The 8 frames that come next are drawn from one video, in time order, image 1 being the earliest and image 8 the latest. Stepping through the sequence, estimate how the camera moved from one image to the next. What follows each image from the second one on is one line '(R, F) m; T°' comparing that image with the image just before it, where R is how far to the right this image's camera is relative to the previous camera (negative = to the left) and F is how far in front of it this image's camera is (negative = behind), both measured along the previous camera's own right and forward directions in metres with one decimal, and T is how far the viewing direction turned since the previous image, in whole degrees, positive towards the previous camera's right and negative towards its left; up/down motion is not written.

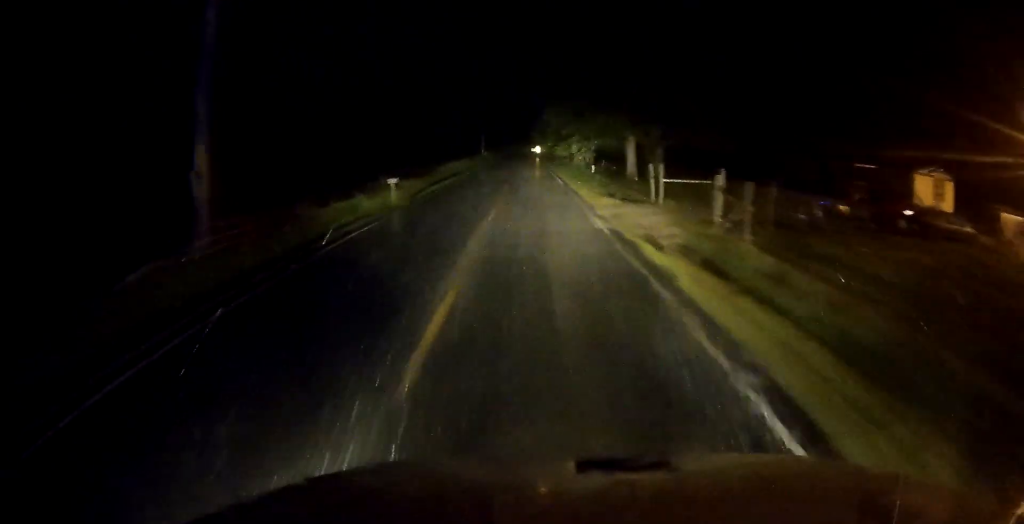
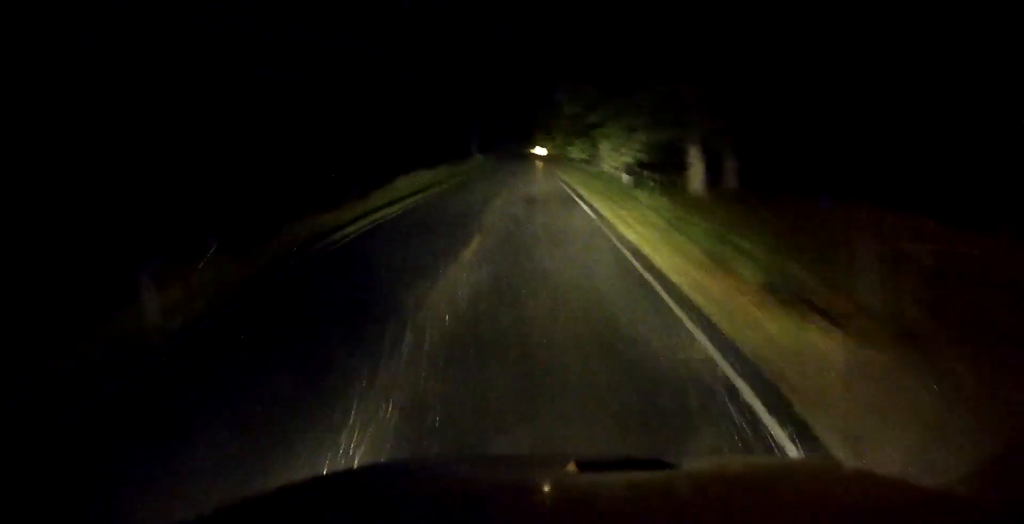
(-0.2, +17.8) m; 0°
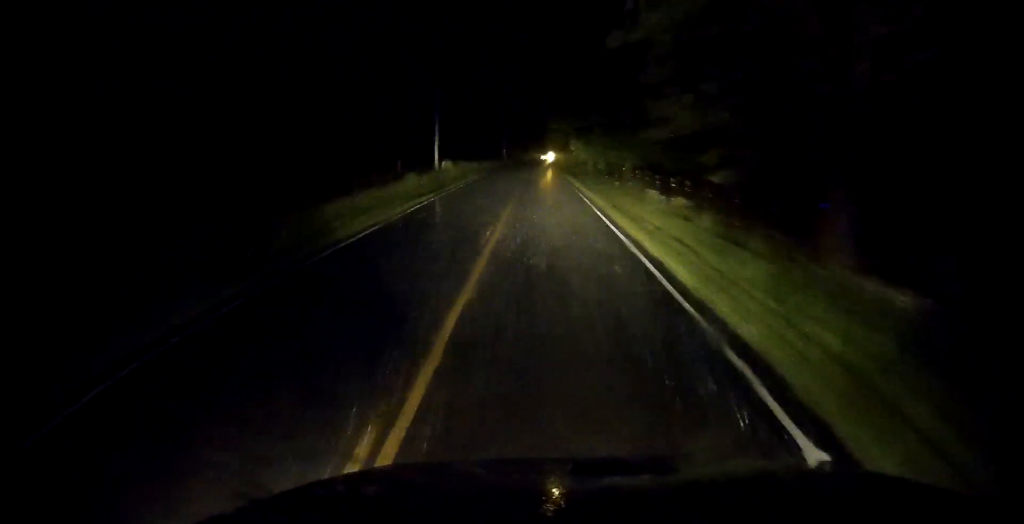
(-0.1, +40.2) m; -2°
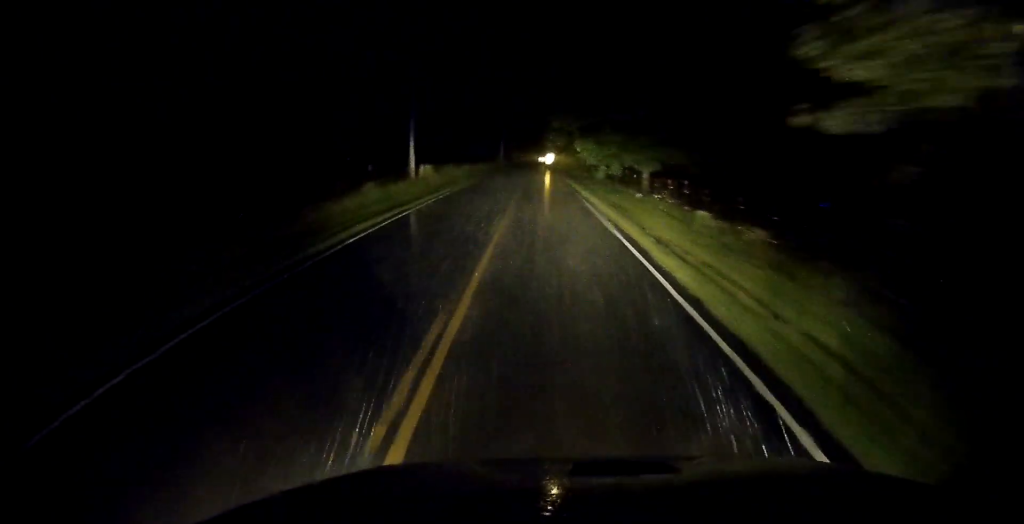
(-0.2, +8.6) m; 0°
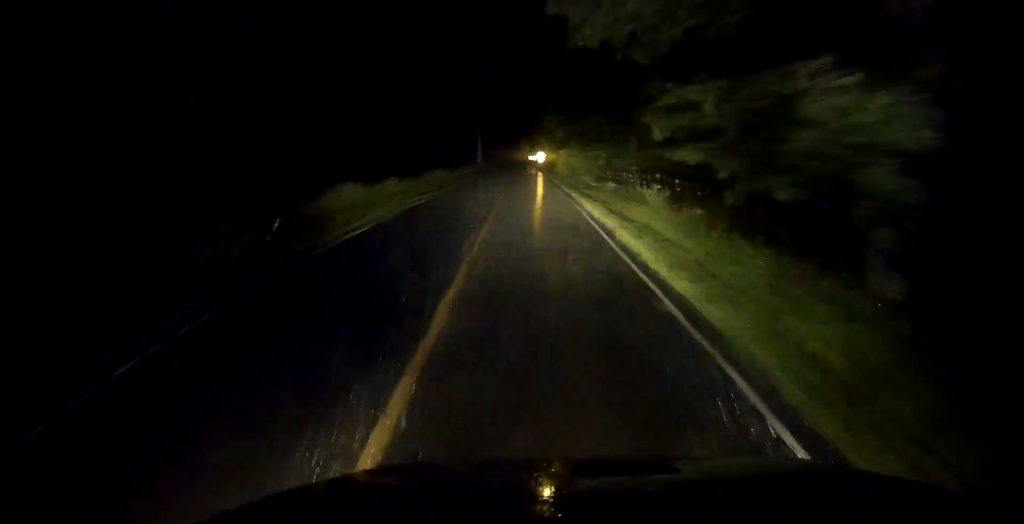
(+0.8, +28.0) m; +2°
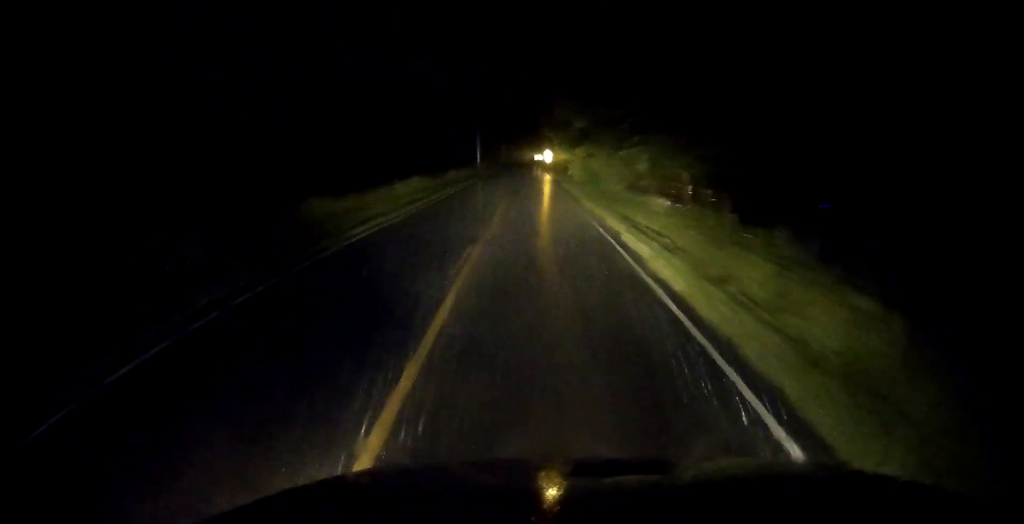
(0.0, +13.7) m; -1°
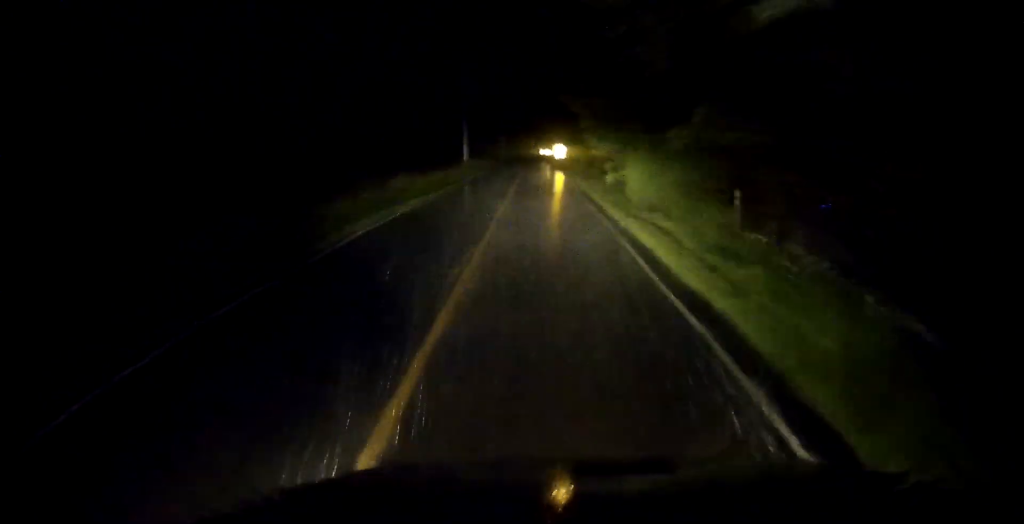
(-0.5, +25.0) m; 0°
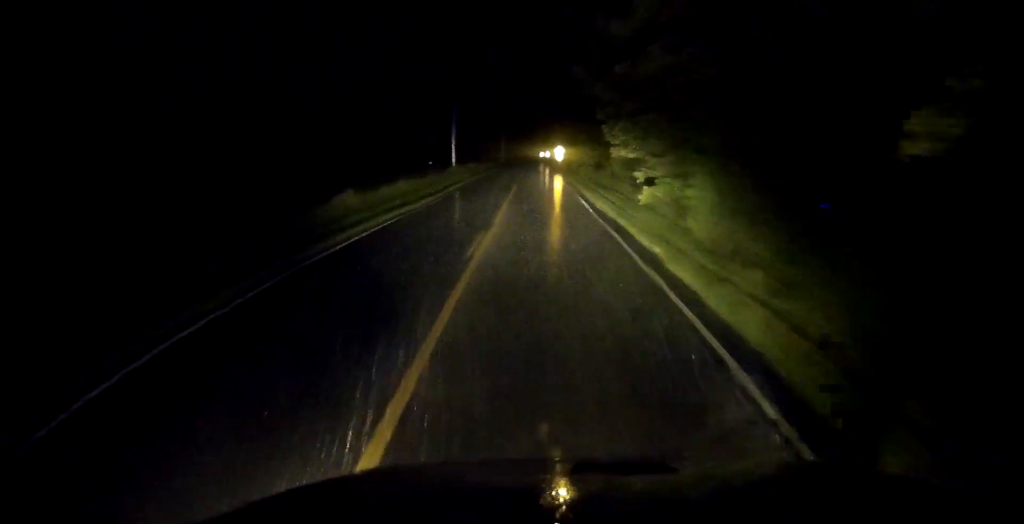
(-0.1, +9.8) m; +1°
